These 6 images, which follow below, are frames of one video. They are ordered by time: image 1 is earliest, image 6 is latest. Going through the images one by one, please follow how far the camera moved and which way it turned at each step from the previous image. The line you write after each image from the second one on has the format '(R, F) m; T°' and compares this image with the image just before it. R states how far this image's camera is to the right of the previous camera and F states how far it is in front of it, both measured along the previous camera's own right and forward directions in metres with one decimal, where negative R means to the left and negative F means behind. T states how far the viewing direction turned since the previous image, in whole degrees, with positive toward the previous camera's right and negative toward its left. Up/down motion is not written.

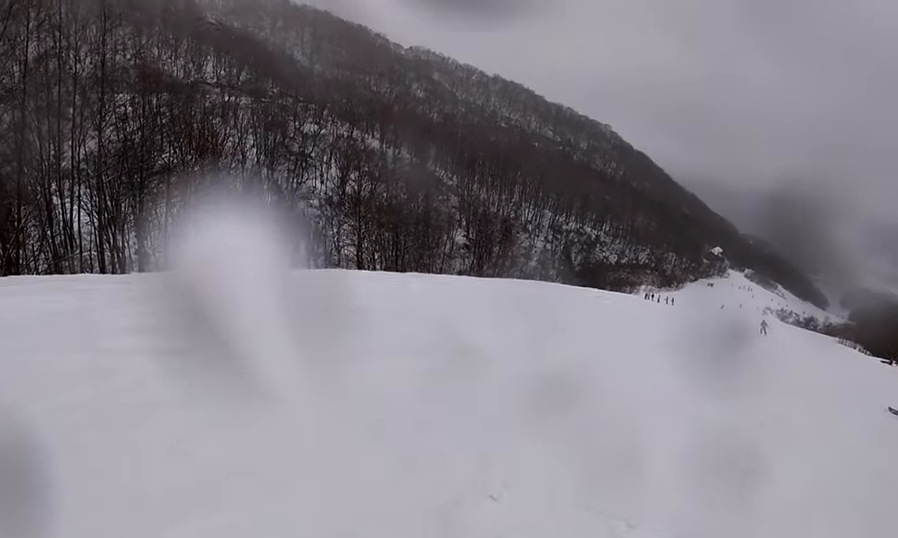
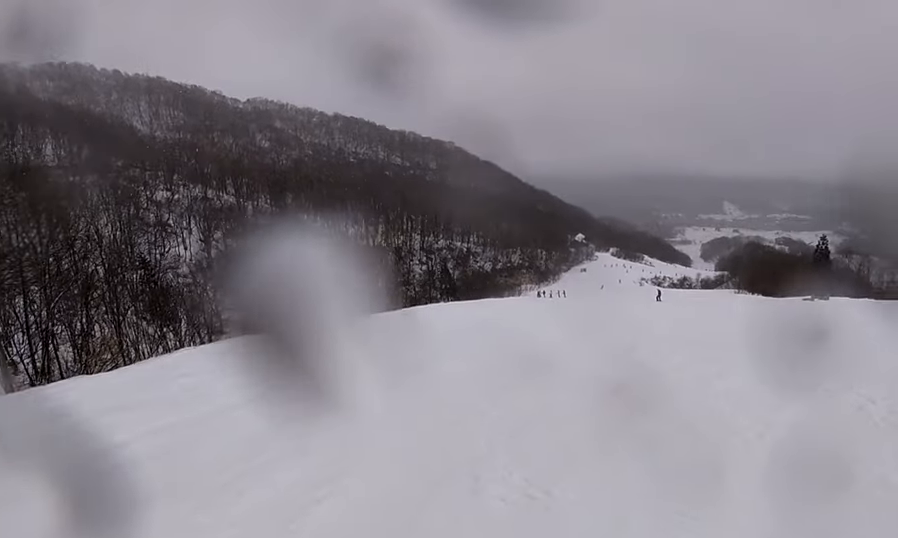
(+0.6, +5.7) m; +33°
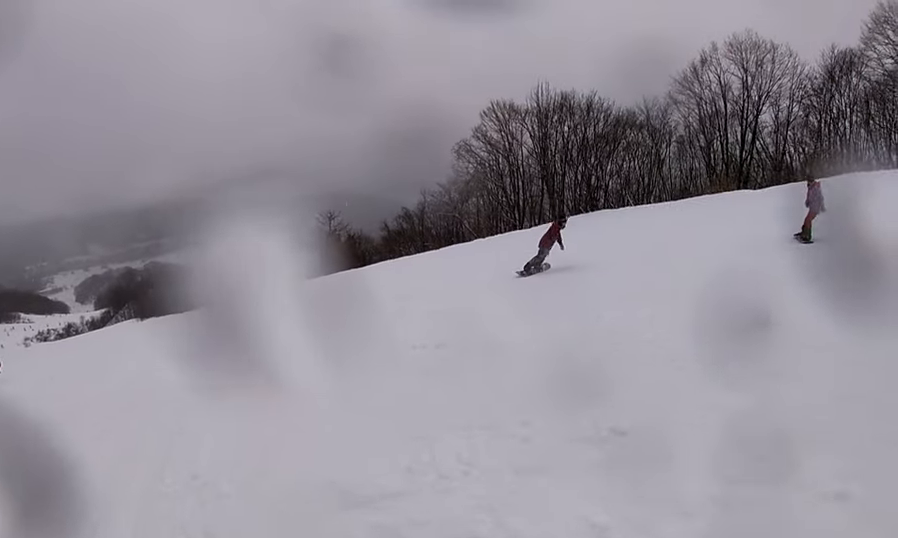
(+7.0, +8.4) m; +49°
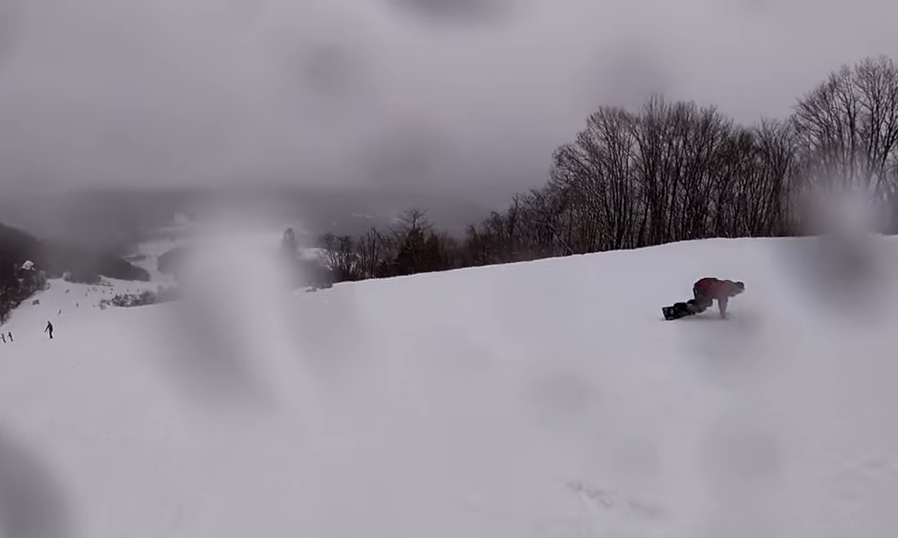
(+0.2, +3.4) m; -10°
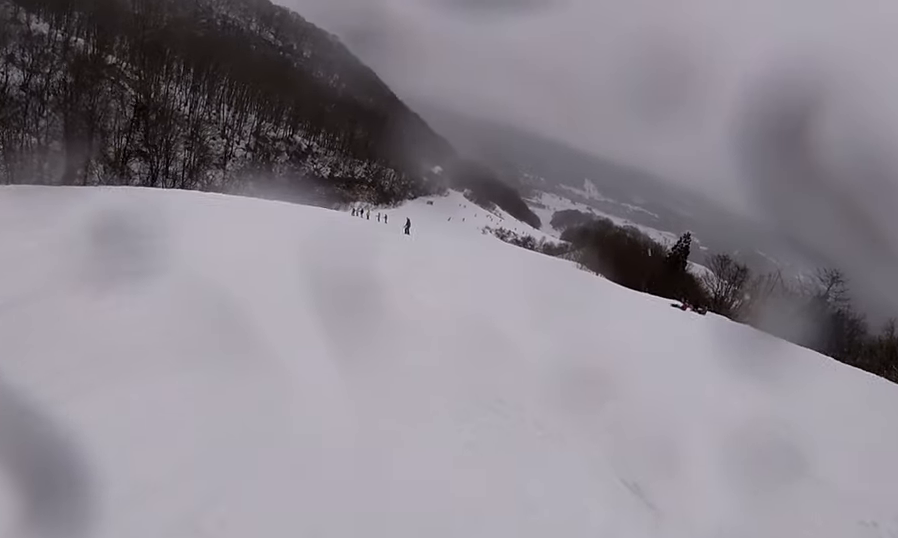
(-1.2, +5.4) m; -21°
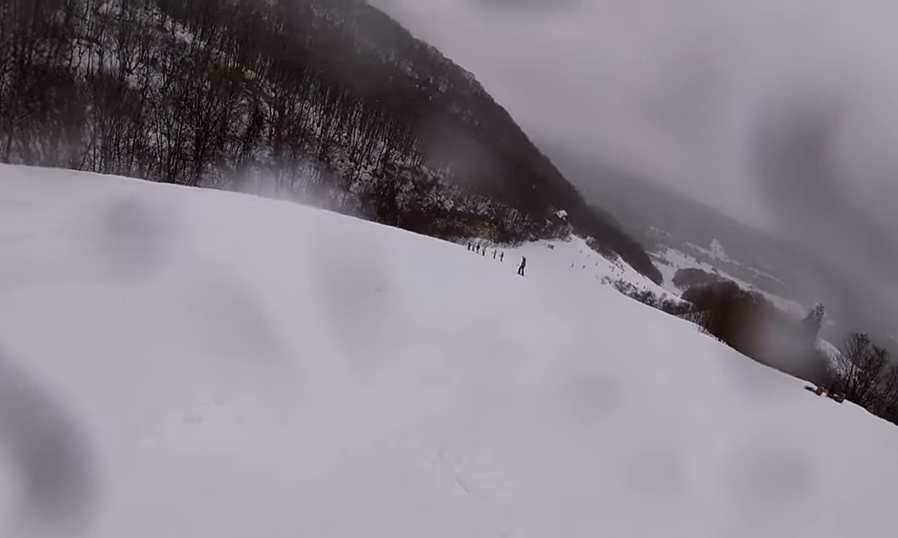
(-0.3, +2.8) m; -13°
